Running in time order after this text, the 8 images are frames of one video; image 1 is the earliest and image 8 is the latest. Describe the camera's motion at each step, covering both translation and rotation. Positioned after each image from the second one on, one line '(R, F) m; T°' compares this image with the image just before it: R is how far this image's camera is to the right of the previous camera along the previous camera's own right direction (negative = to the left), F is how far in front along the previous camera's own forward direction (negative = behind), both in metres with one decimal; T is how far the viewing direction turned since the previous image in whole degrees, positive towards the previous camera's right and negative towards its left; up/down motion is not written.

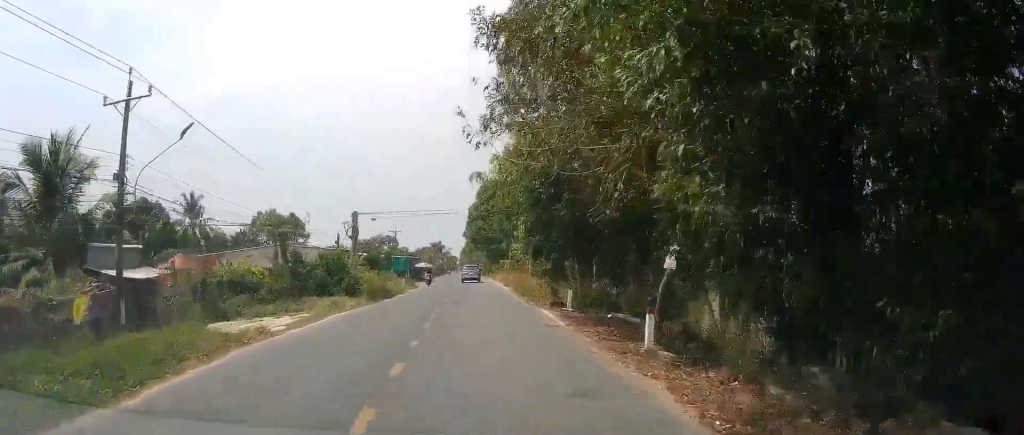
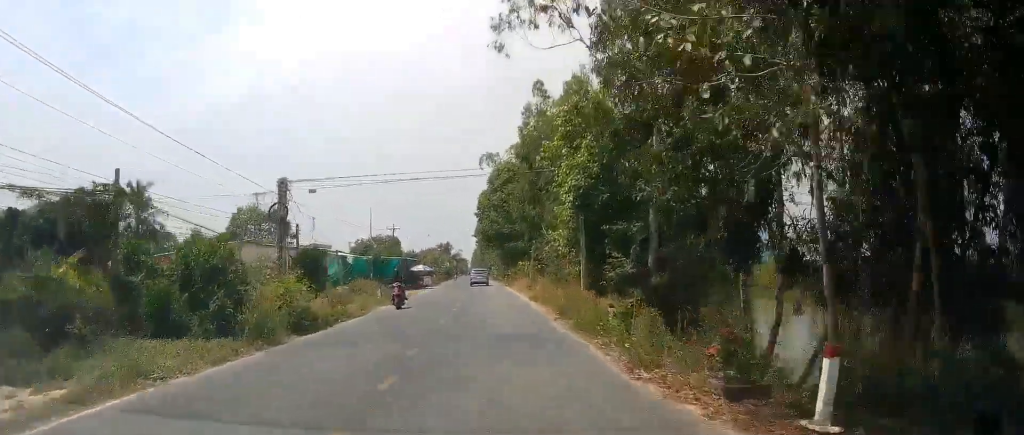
(+0.3, +16.4) m; 0°
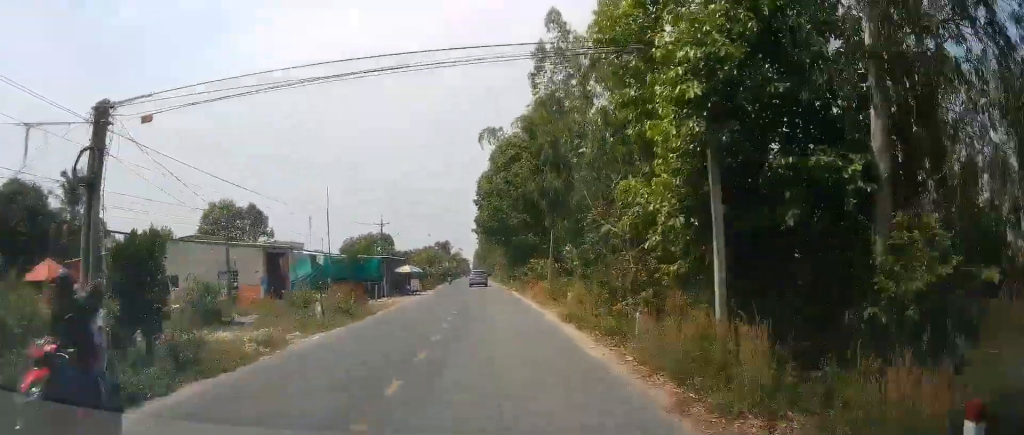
(-0.3, +12.6) m; -1°
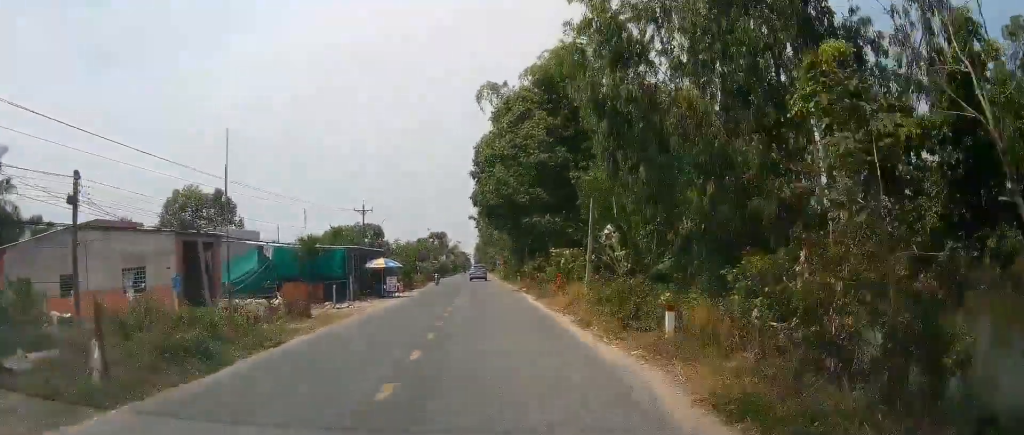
(-0.1, +12.8) m; +1°
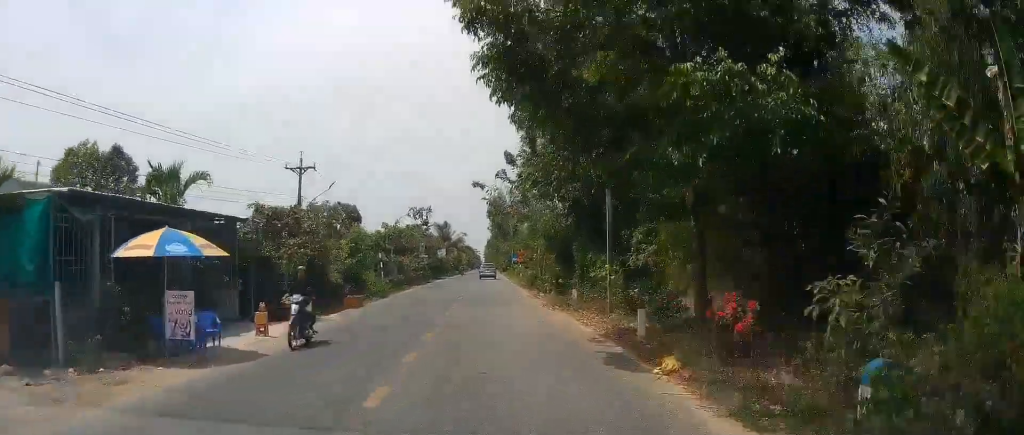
(+0.8, +27.5) m; +2°
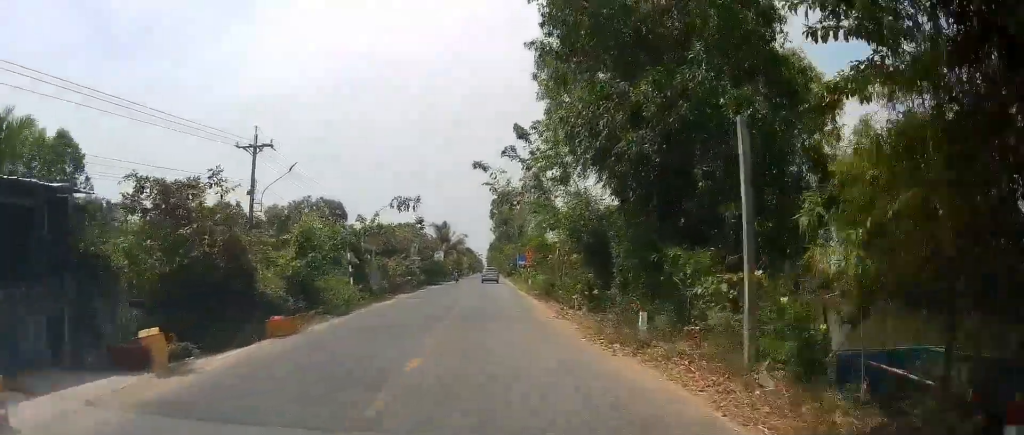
(-0.1, +9.0) m; 0°
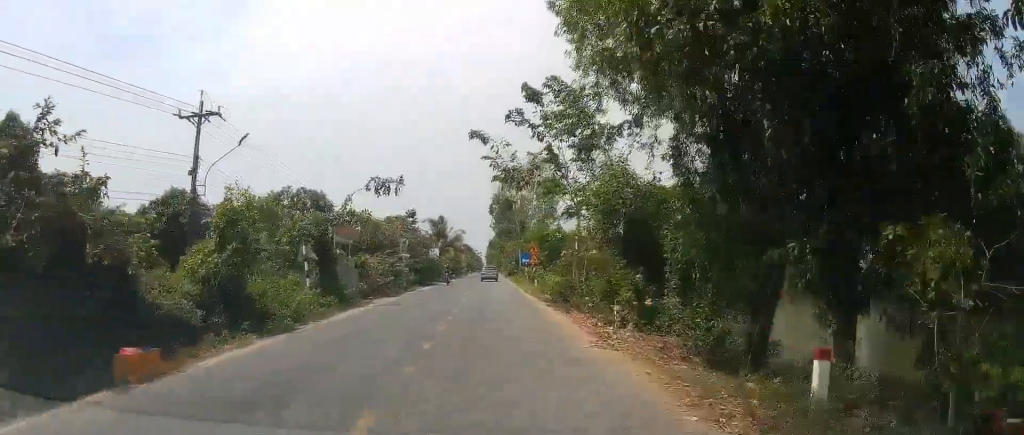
(+0.1, +7.0) m; +1°
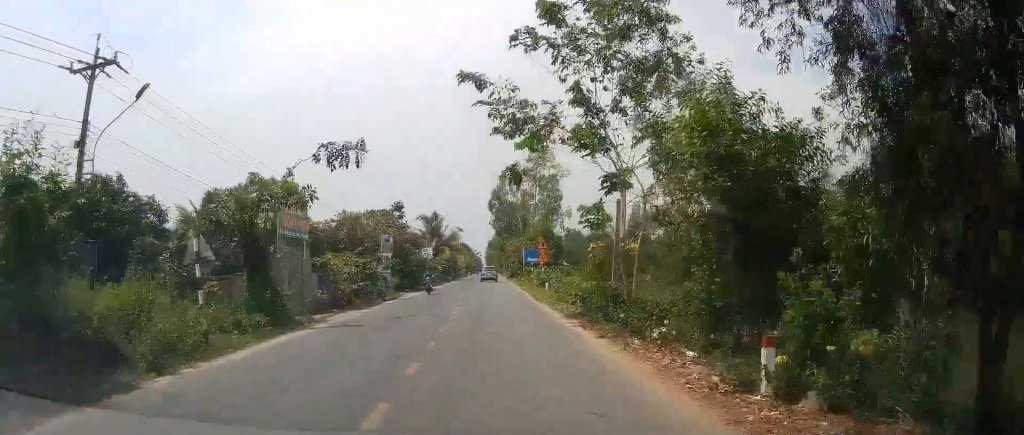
(+0.1, +8.7) m; 0°
